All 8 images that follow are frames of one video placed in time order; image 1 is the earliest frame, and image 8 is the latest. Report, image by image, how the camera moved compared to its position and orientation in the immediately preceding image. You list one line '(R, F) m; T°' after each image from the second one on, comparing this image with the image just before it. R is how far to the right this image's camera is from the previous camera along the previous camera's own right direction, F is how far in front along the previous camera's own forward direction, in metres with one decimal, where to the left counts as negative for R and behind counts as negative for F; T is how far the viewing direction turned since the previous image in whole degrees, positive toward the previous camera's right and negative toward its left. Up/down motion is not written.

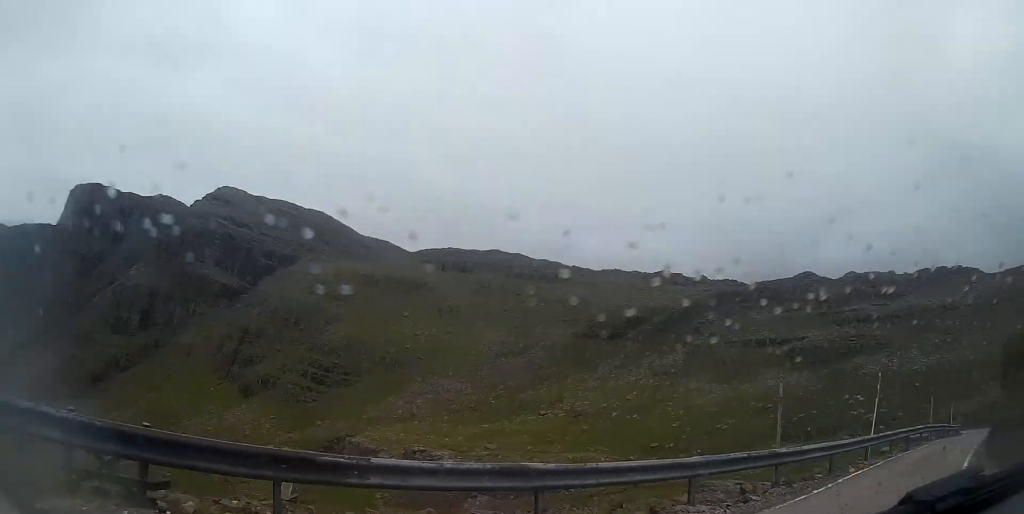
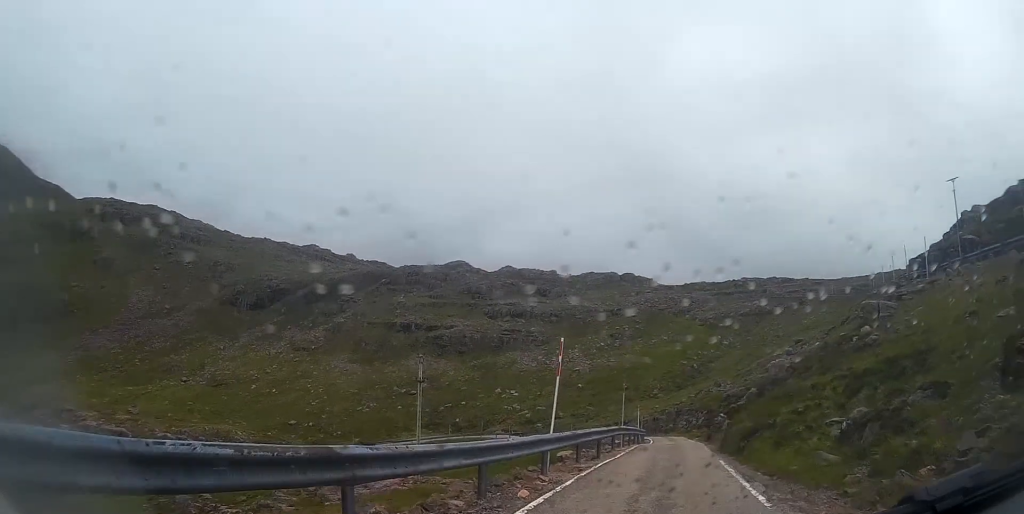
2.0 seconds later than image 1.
(+2.2, +5.9) m; +41°
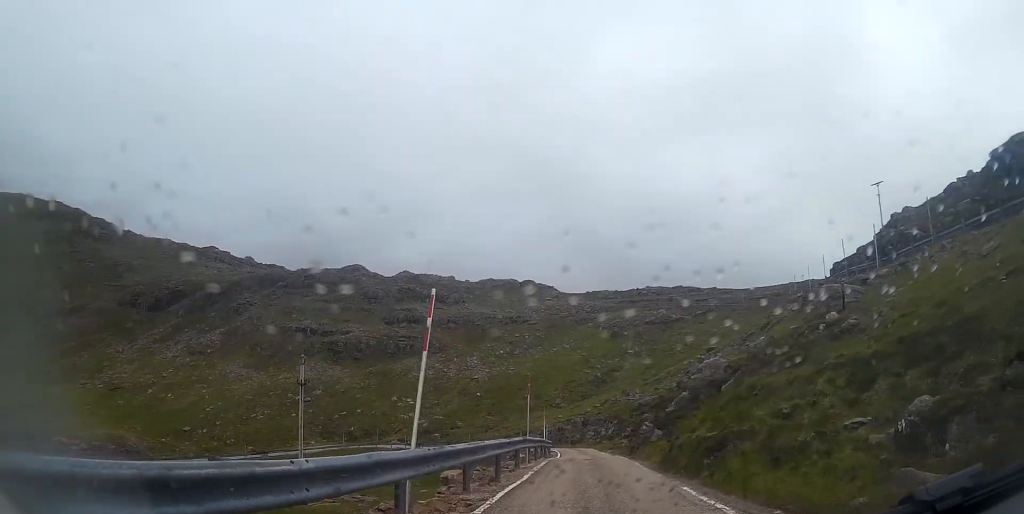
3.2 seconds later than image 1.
(+0.8, +4.4) m; +14°
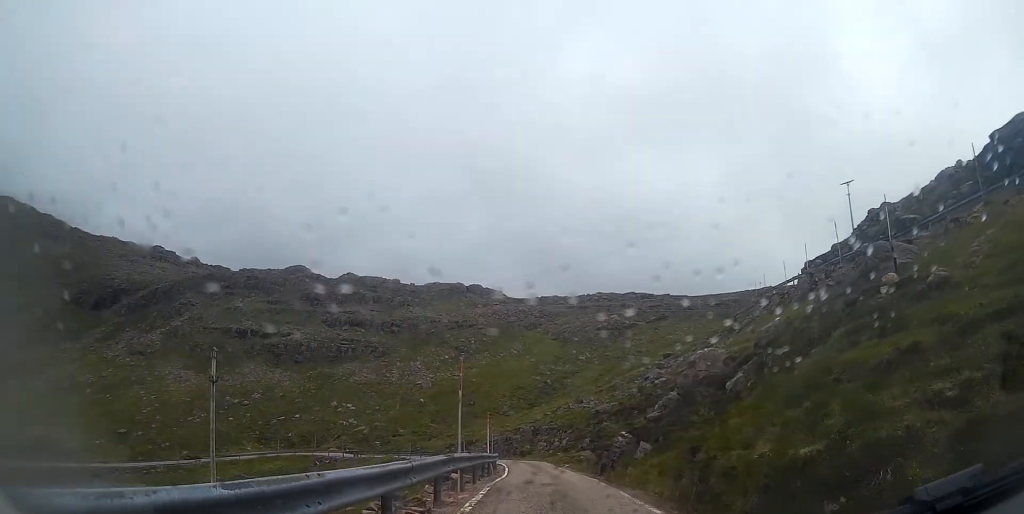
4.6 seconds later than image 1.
(+0.3, +5.9) m; +4°
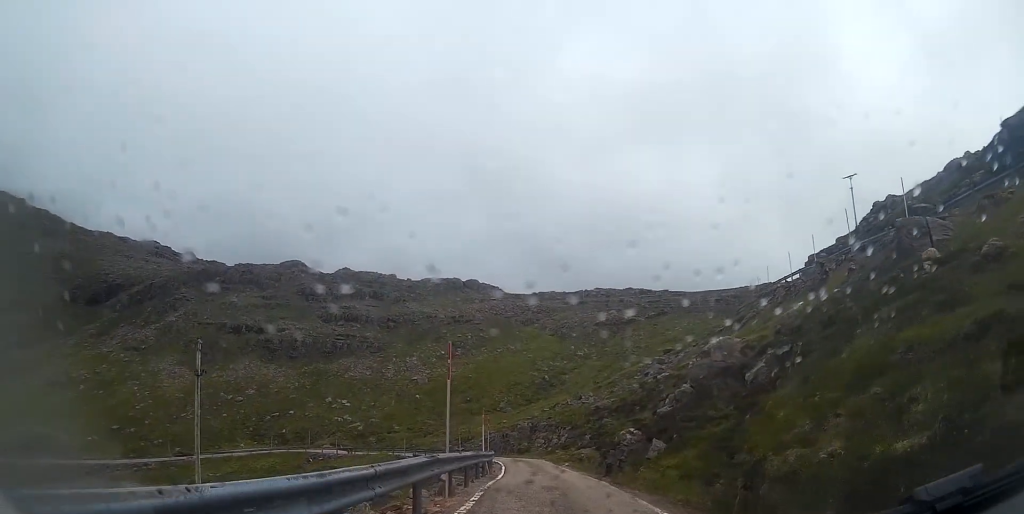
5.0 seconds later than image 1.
(0.0, +1.7) m; 0°
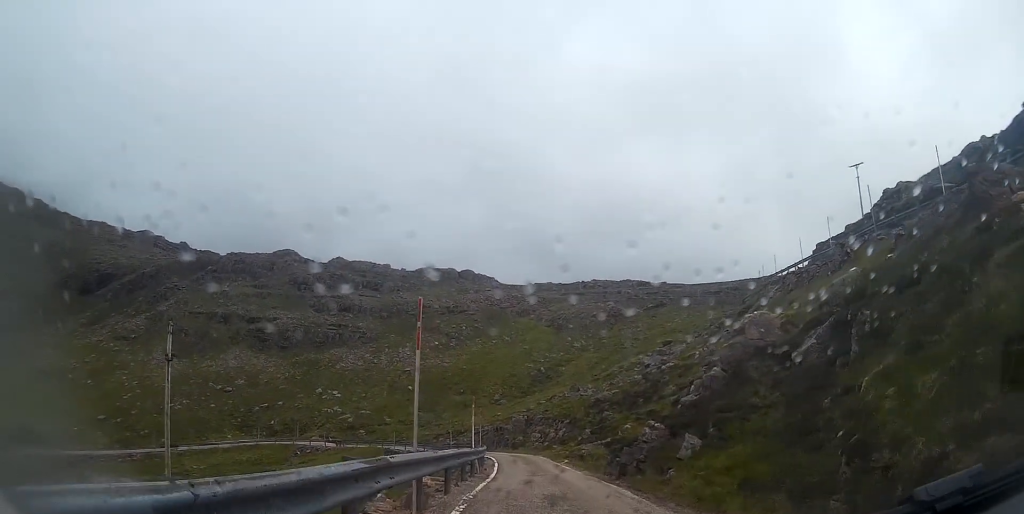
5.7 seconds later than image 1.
(0.0, +3.1) m; +1°
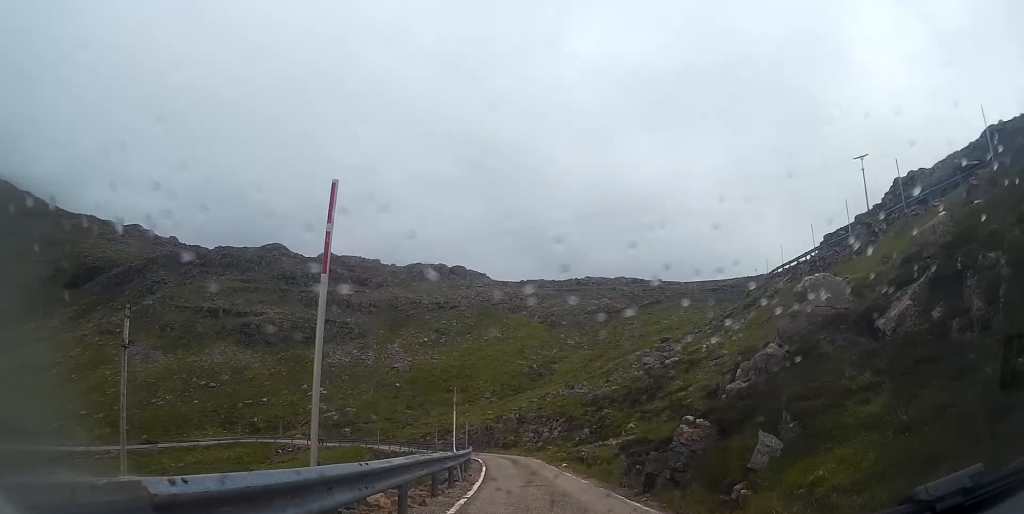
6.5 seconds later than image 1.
(0.0, +3.8) m; +4°
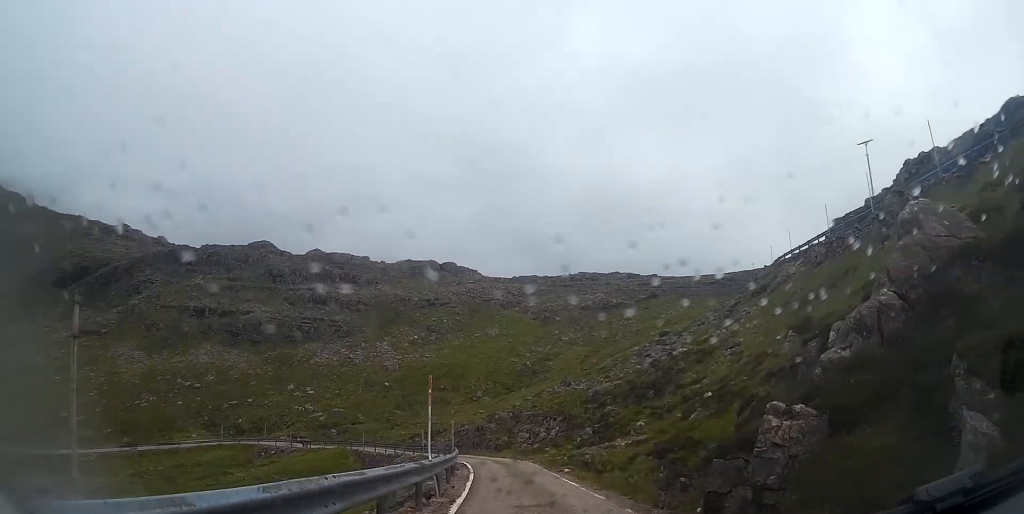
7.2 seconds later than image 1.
(+0.1, +3.8) m; +3°
